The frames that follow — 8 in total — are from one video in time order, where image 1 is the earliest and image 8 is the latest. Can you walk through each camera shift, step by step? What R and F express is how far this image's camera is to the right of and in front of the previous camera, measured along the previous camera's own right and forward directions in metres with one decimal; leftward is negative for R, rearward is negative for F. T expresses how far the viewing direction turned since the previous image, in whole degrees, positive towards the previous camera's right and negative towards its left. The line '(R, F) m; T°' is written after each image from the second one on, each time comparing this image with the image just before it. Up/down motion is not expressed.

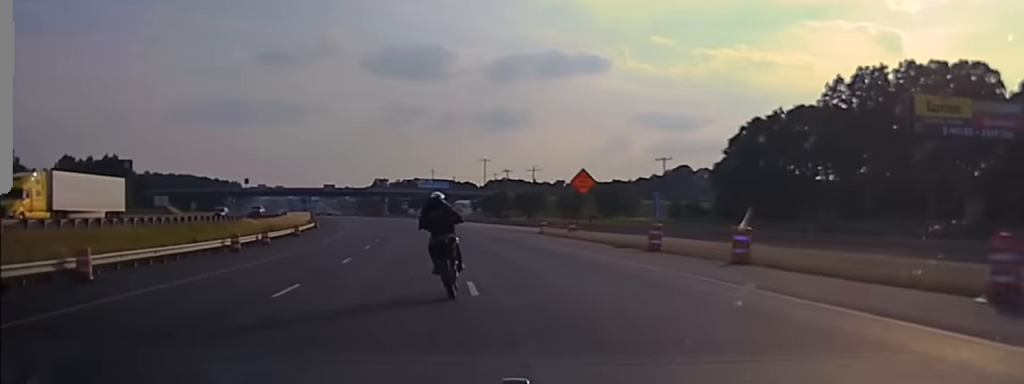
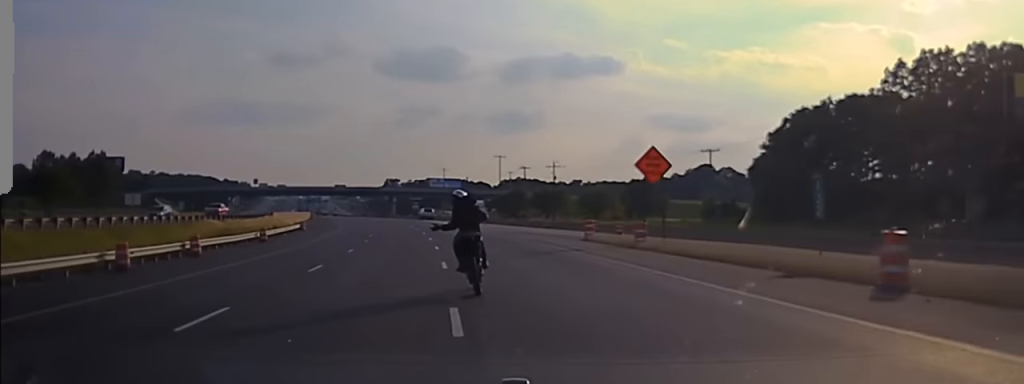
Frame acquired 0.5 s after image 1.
(0.0, +17.7) m; -1°
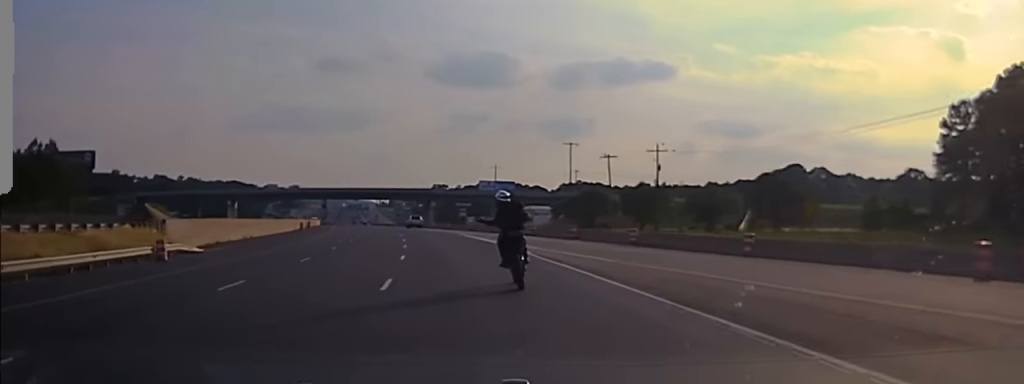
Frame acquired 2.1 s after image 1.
(-1.7, +54.7) m; -4°
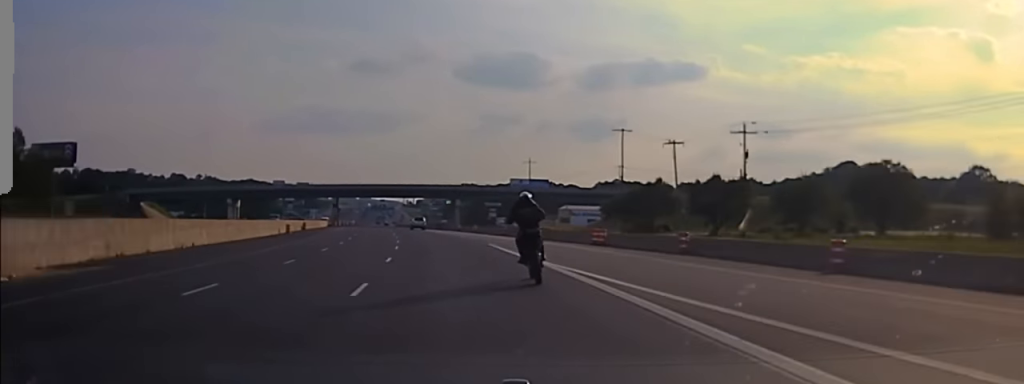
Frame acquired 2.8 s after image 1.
(-0.5, +23.5) m; -2°
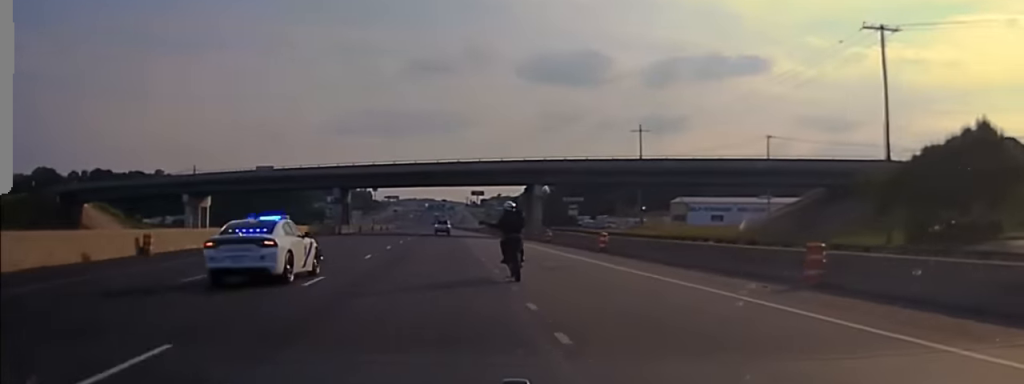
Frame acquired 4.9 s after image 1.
(-1.9, +71.7) m; -3°
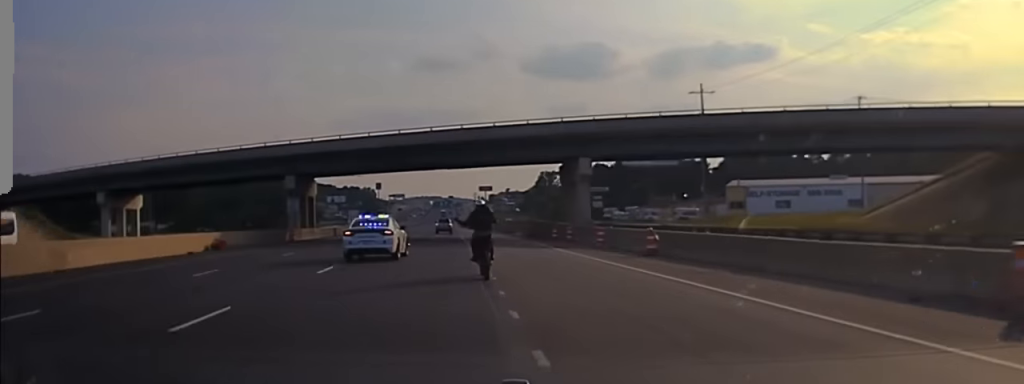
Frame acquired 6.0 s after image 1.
(-0.8, +37.5) m; -2°
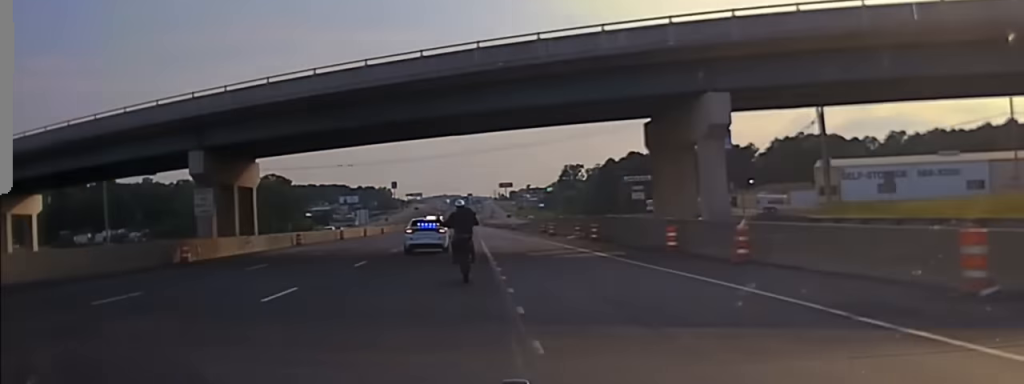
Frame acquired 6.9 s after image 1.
(-0.4, +31.8) m; -1°
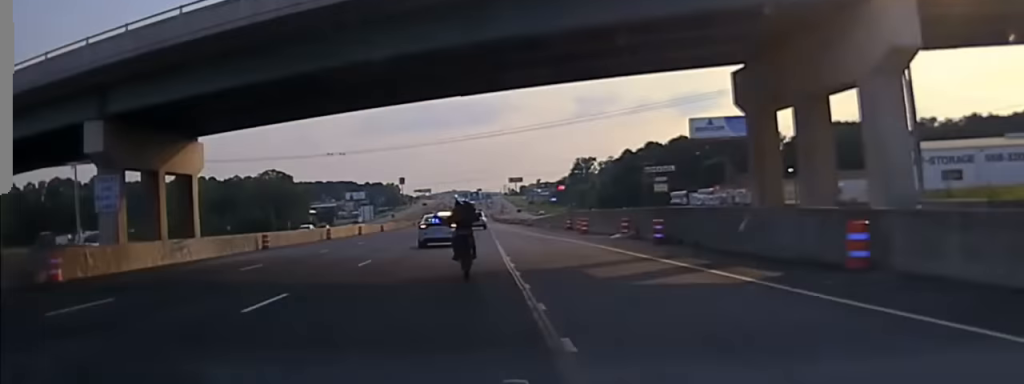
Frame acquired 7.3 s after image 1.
(0.0, +15.2) m; 0°
